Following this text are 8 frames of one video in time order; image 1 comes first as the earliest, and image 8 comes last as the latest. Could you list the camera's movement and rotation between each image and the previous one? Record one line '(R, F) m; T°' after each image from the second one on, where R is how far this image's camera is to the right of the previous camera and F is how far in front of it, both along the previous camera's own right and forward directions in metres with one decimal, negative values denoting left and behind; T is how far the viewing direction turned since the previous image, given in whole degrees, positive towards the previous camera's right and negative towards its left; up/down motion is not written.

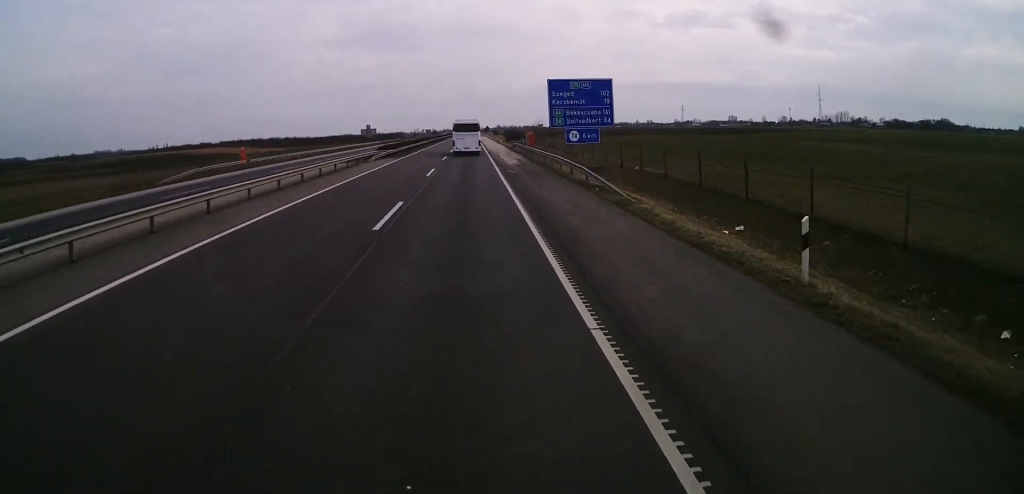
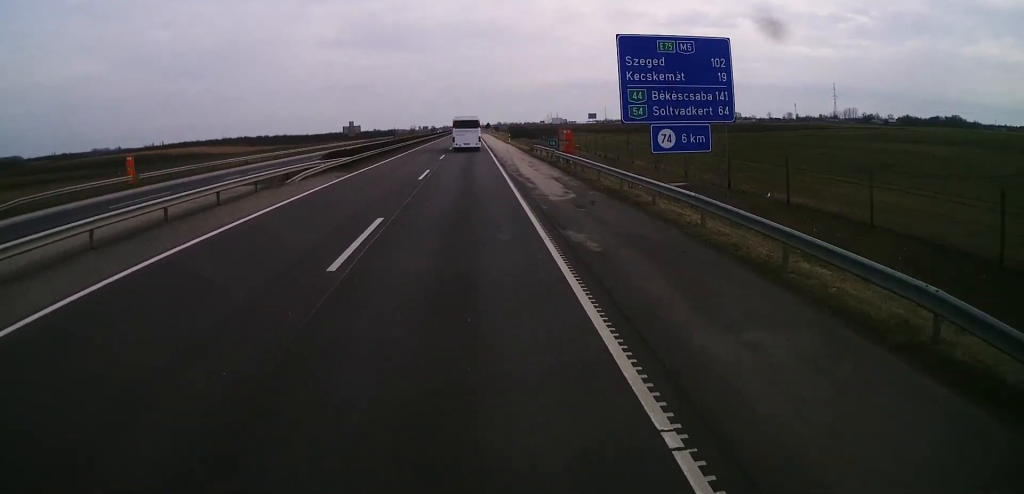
(+0.1, +23.1) m; +1°
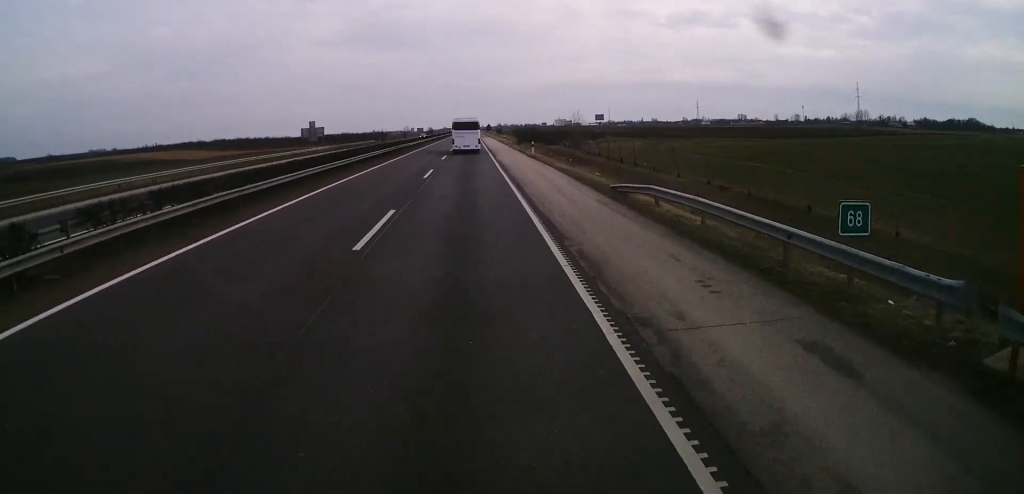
(+0.5, +33.9) m; 0°
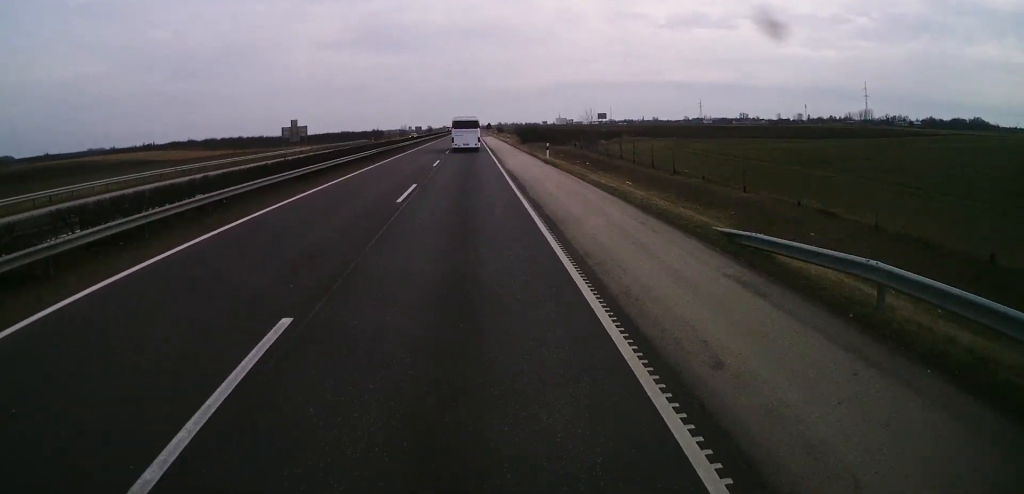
(-0.1, +10.8) m; -1°
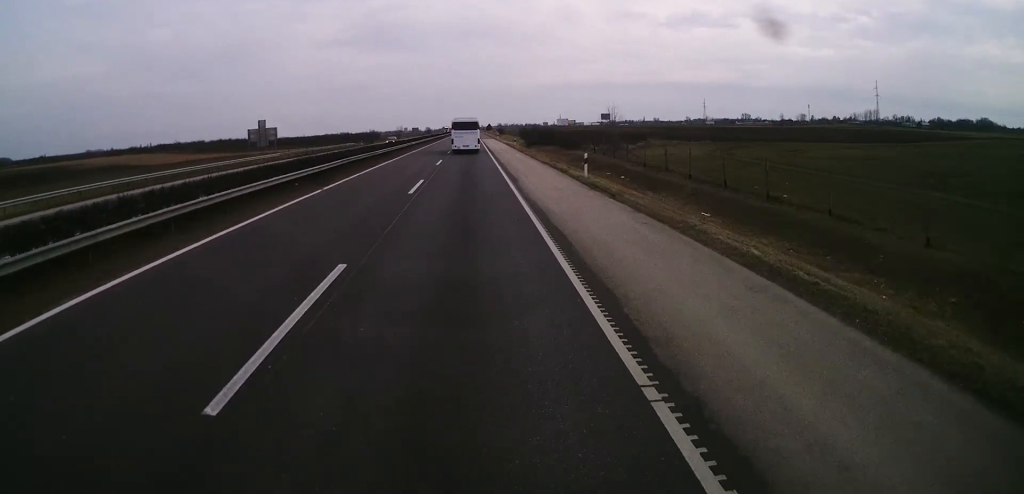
(-0.1, +14.6) m; -1°
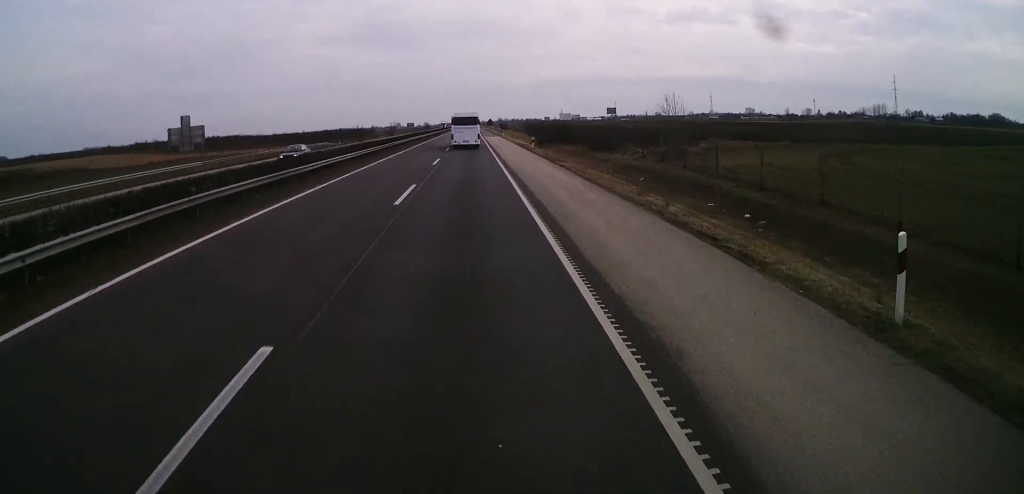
(-0.2, +22.3) m; 0°
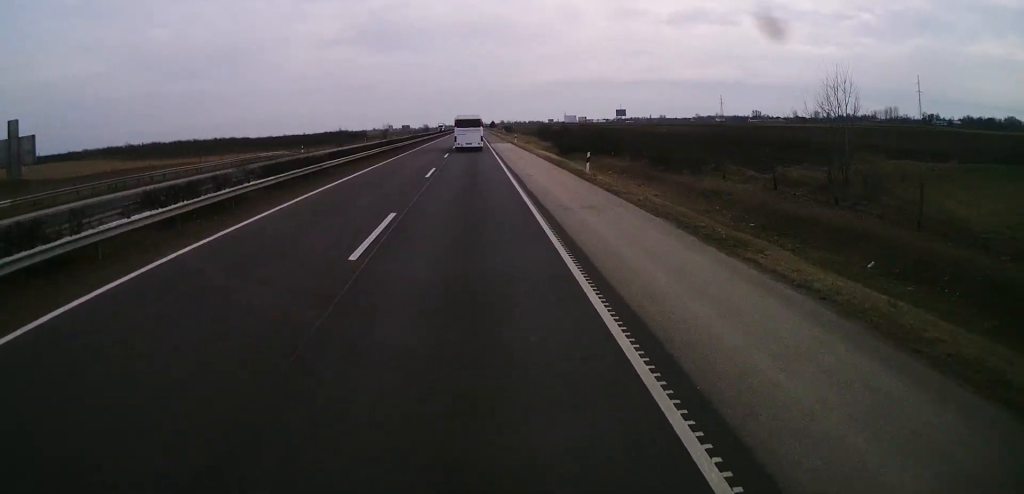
(+0.3, +25.5) m; +1°
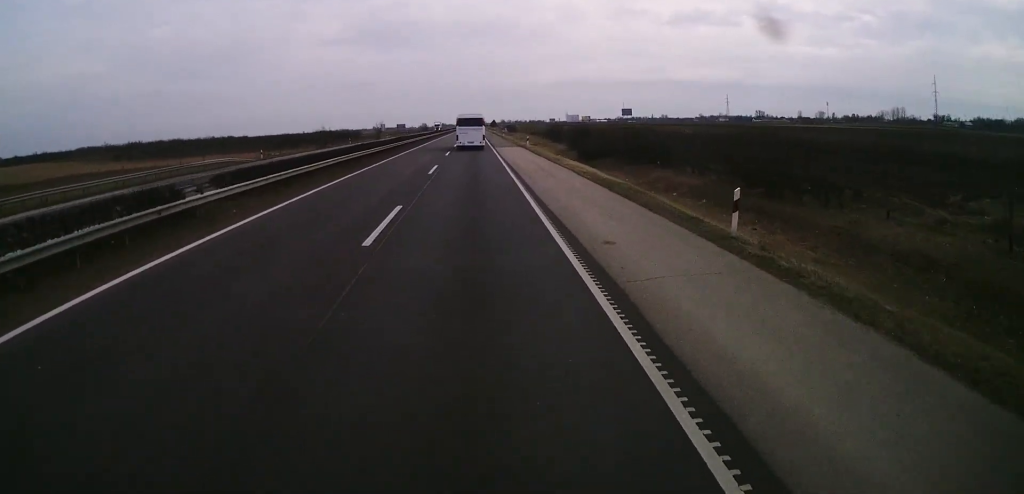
(0.0, +17.0) m; 0°
